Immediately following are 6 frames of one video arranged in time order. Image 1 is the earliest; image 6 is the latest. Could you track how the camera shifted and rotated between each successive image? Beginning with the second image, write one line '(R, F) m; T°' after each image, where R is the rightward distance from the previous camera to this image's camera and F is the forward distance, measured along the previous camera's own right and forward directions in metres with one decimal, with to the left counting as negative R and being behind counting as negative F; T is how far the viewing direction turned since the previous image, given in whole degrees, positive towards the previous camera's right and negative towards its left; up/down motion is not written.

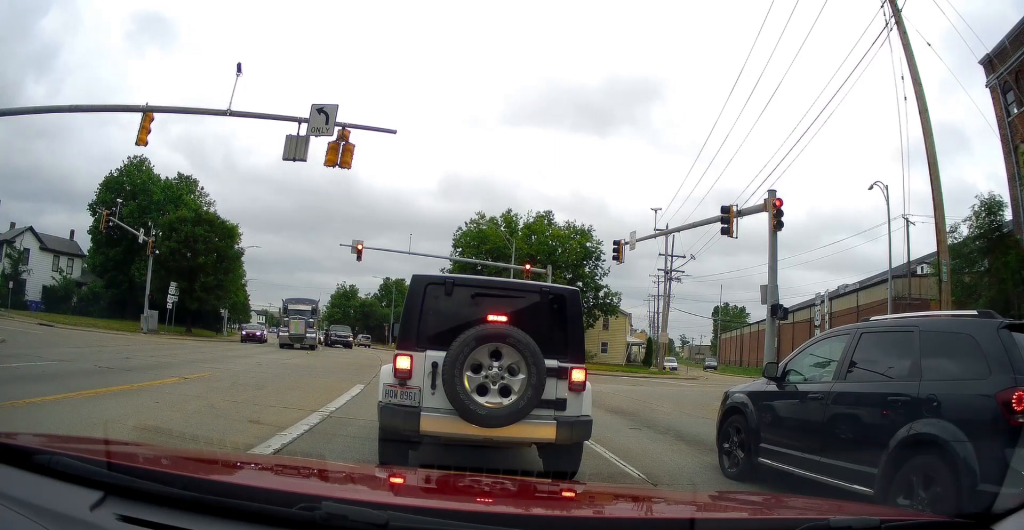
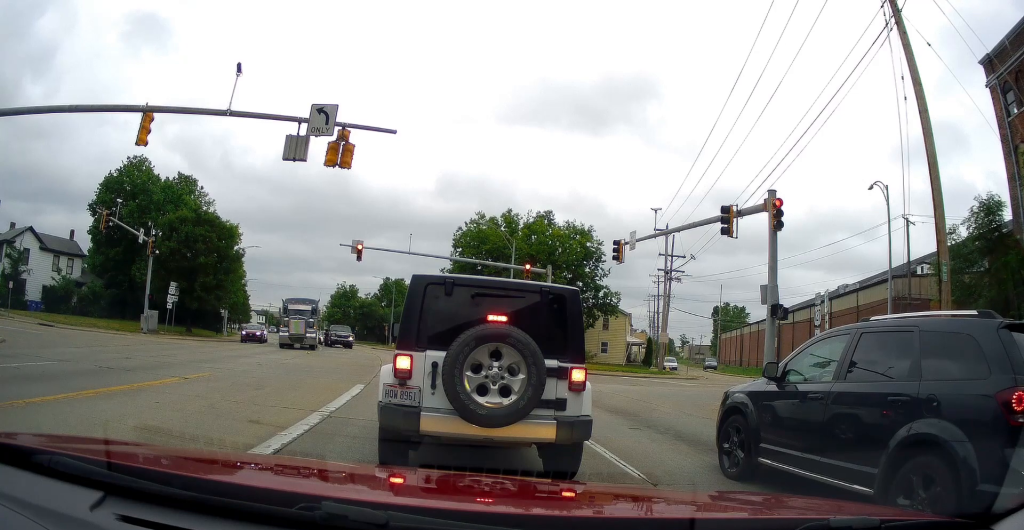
(0.0, +0.3) m; 0°
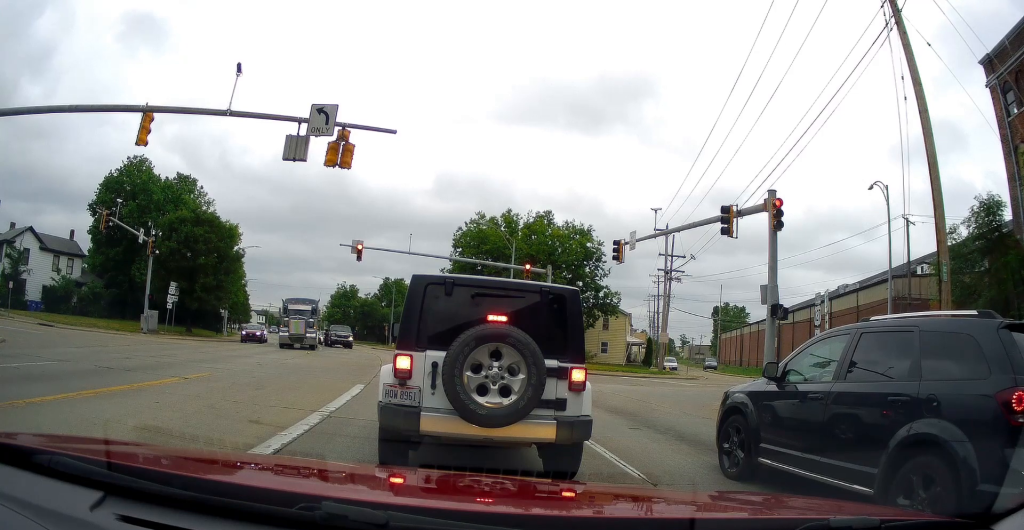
(0.0, +0.2) m; 0°
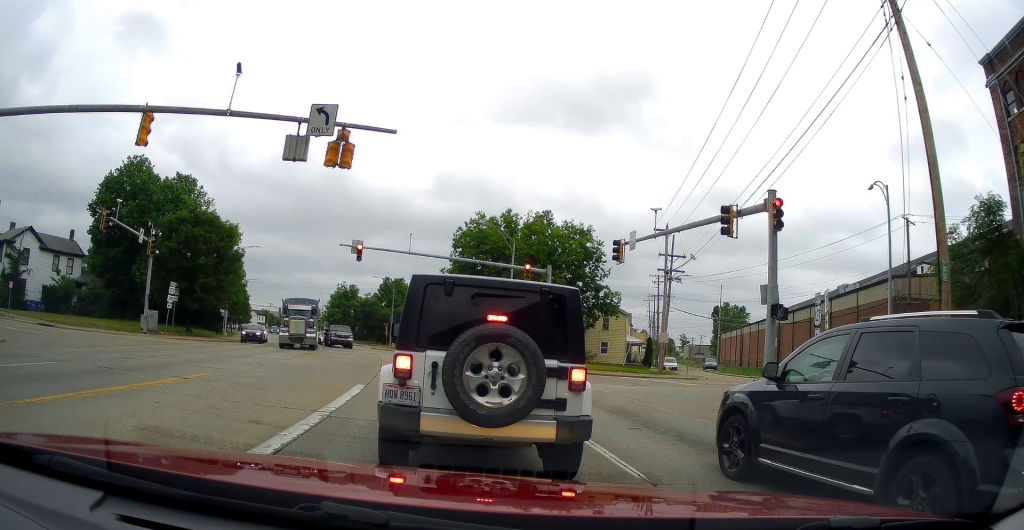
(0.0, 0.0) m; 0°
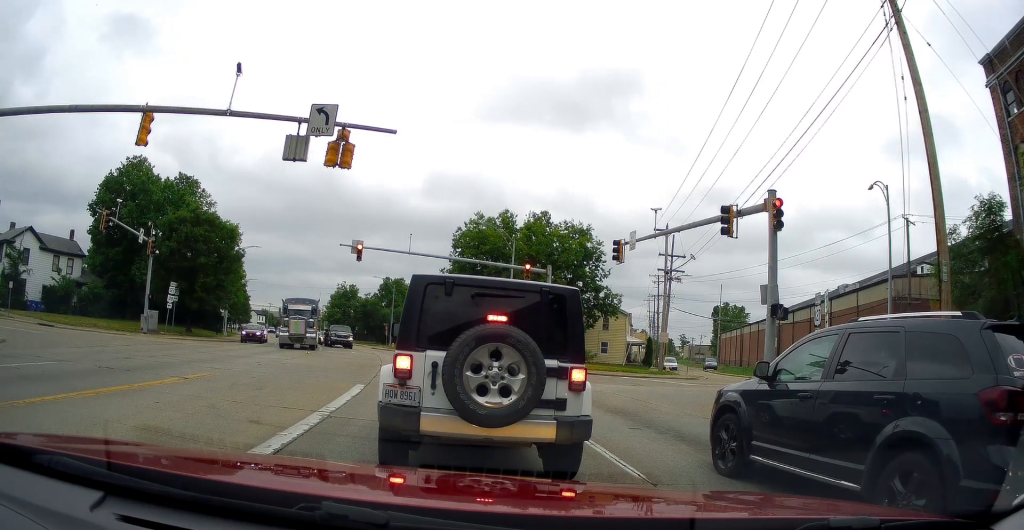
(0.0, 0.0) m; 0°
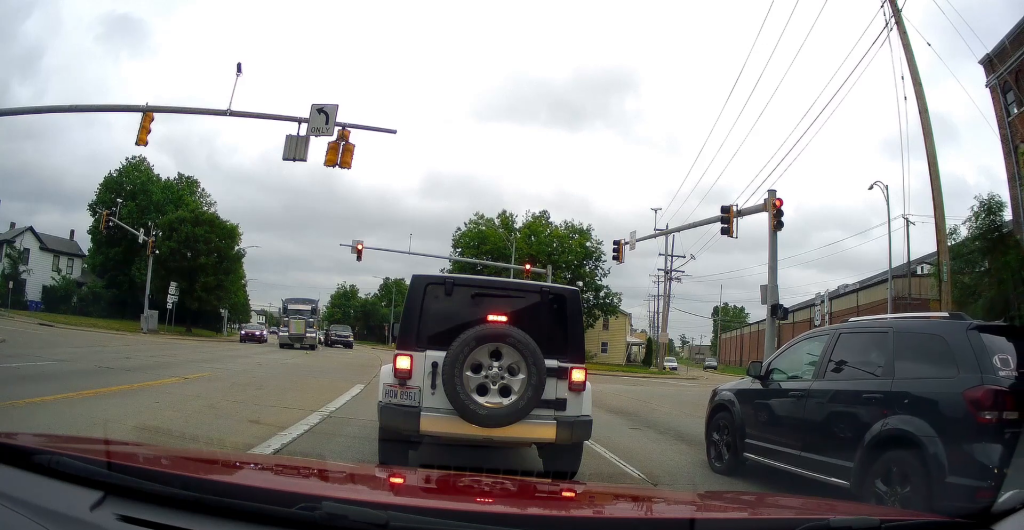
(0.0, 0.0) m; 0°
